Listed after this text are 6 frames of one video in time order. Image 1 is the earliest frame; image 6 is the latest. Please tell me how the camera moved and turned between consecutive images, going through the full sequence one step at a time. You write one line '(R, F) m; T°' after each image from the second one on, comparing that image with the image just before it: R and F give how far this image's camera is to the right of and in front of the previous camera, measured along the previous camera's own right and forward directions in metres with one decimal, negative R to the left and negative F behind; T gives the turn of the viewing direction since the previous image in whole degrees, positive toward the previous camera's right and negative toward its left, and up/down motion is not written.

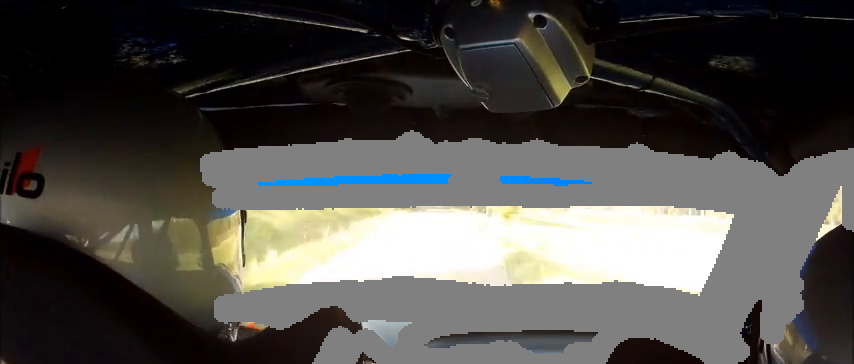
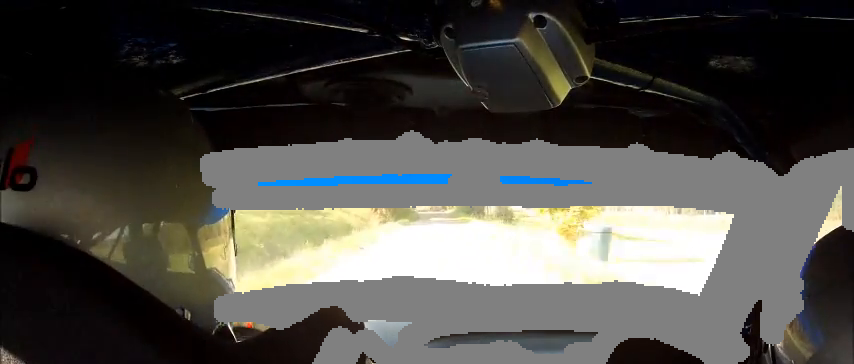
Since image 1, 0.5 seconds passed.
(+0.3, +15.3) m; +1°
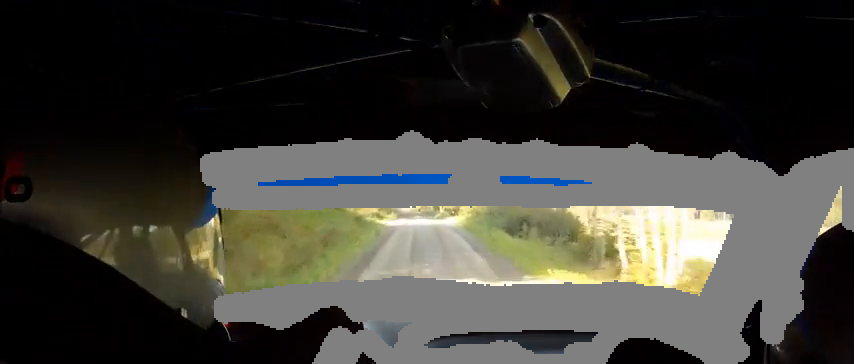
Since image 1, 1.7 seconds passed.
(0.0, +37.5) m; 0°
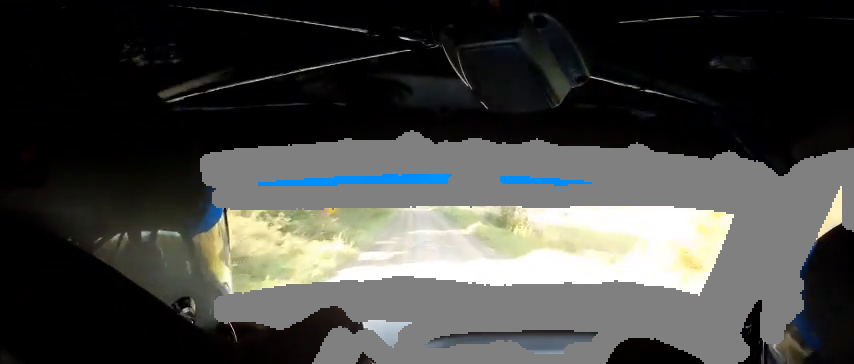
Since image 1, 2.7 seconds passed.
(-0.1, +32.9) m; 0°
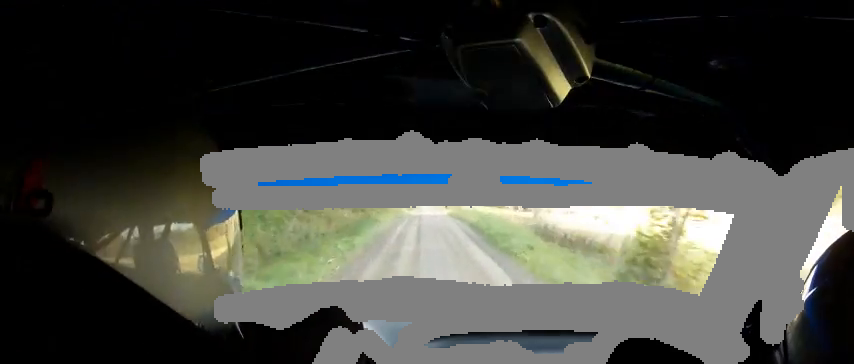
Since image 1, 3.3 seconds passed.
(+0.1, +18.8) m; 0°
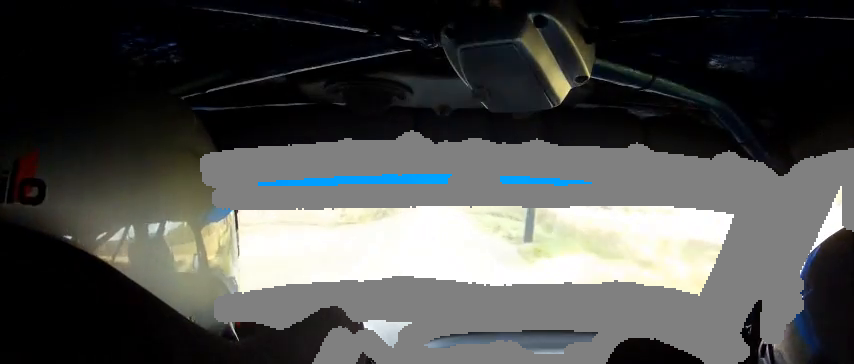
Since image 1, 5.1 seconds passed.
(-0.8, +61.5) m; -1°
